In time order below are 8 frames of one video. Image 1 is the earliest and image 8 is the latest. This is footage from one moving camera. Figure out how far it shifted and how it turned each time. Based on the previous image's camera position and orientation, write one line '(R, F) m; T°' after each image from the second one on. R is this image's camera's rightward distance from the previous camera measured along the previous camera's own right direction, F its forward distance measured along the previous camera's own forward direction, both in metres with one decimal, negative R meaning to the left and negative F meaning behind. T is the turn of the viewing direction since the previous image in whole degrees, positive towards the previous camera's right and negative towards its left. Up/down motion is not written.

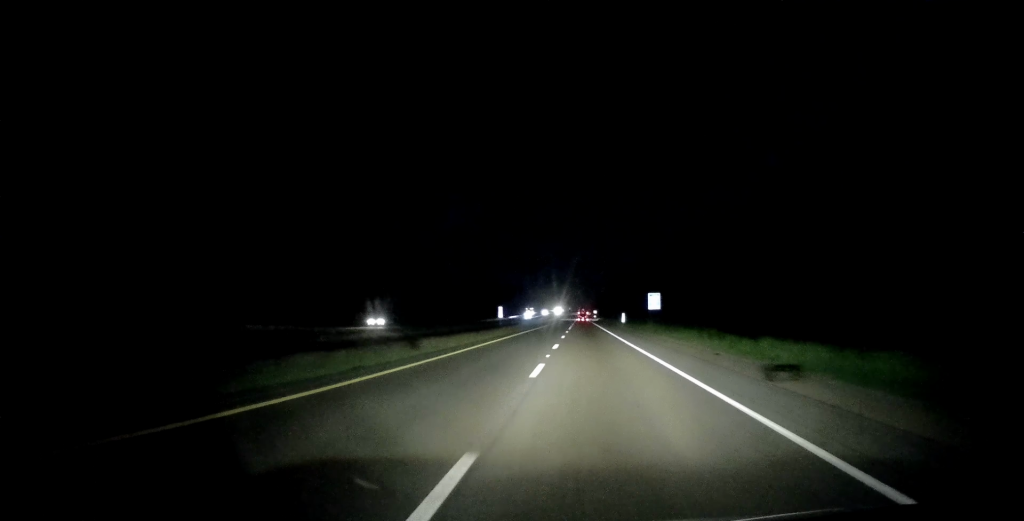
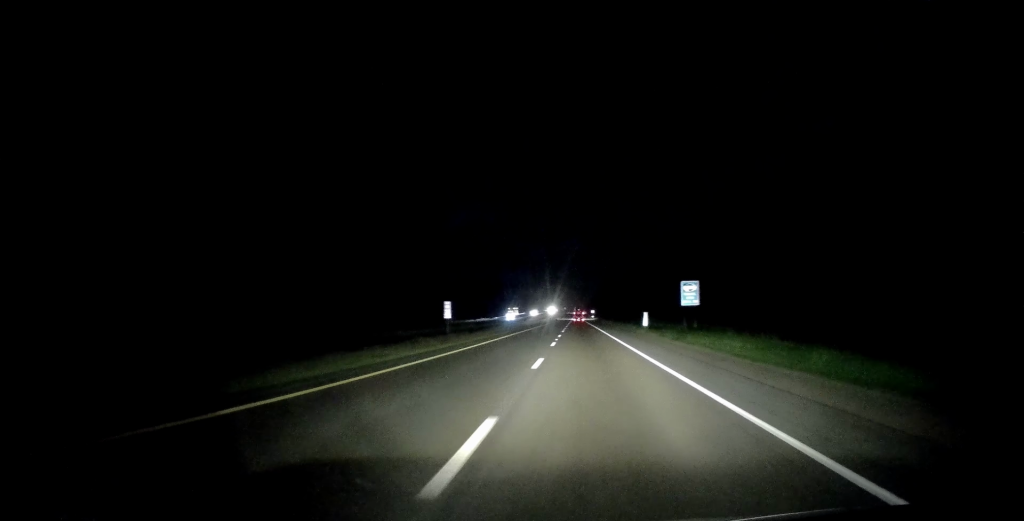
(+0.1, +33.8) m; 0°
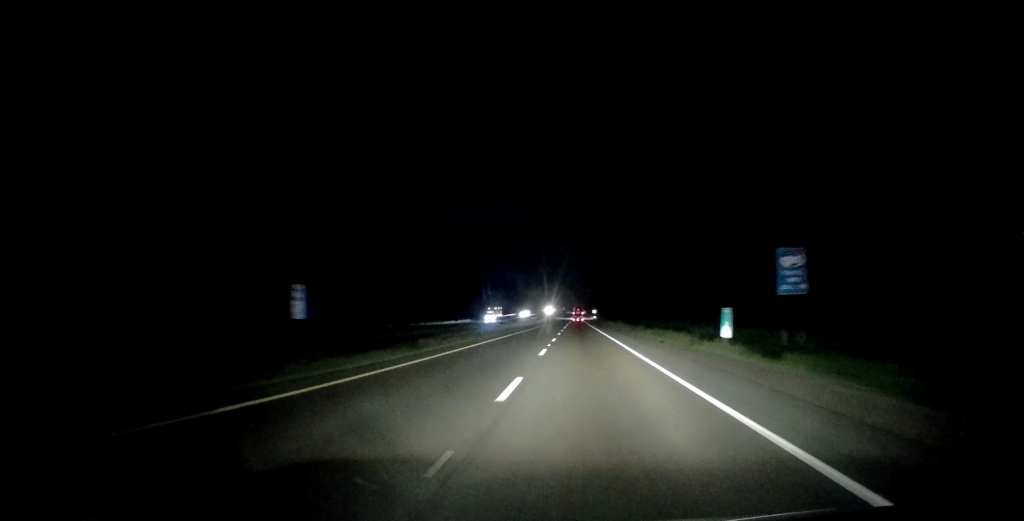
(+0.2, +30.5) m; 0°
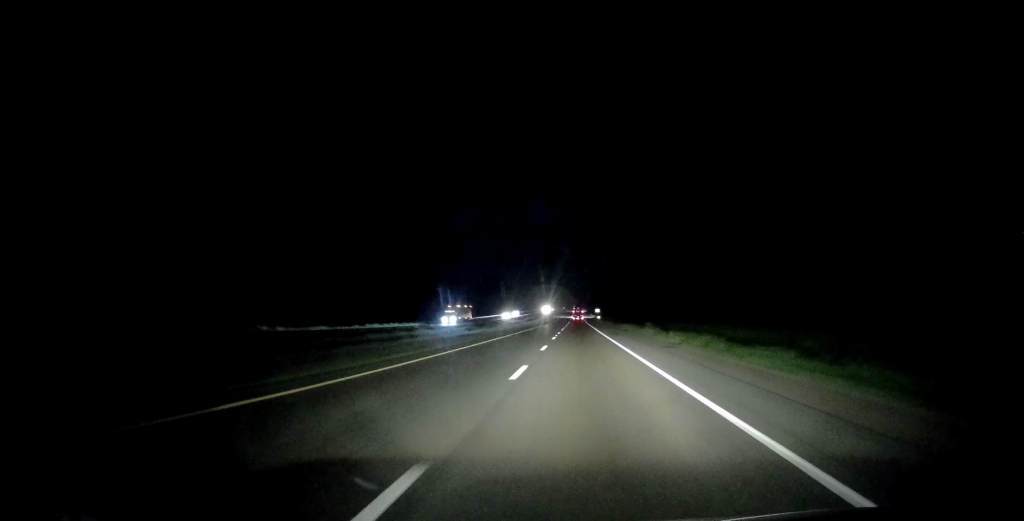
(0.0, +32.7) m; 0°
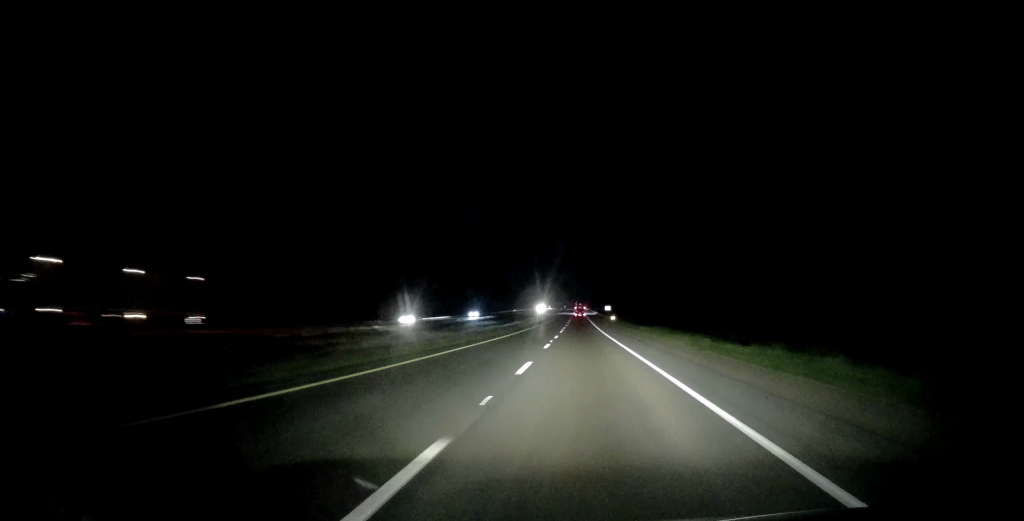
(-0.1, +58.9) m; -1°
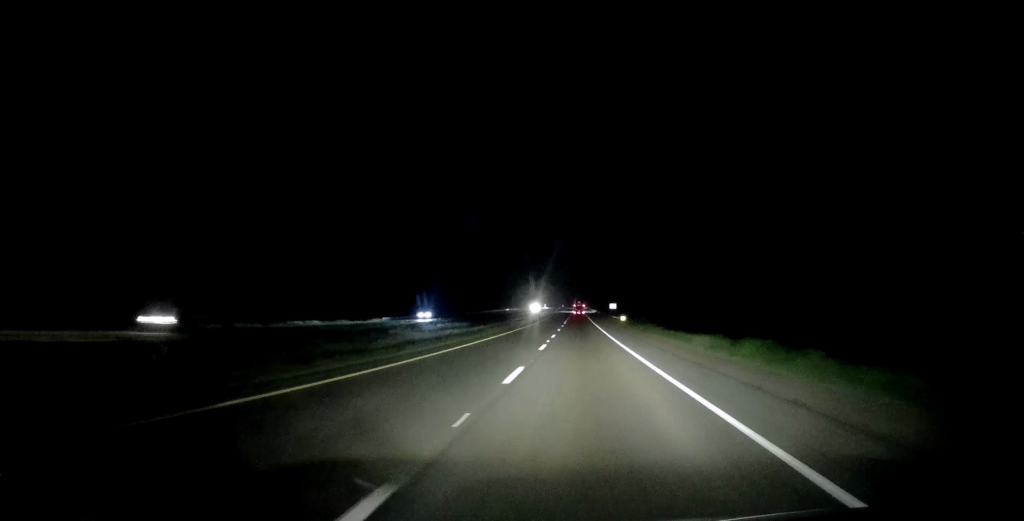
(-0.6, +26.2) m; 0°
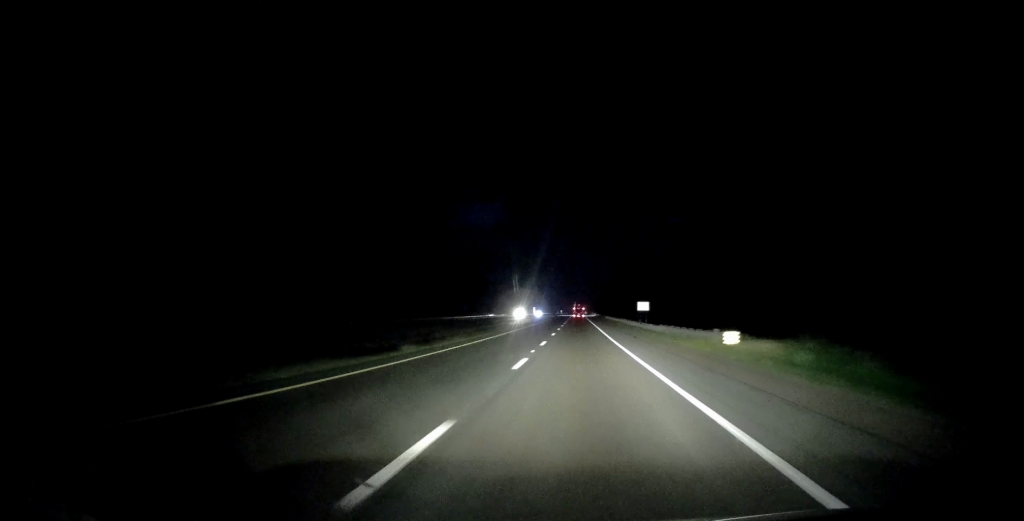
(+0.4, +56.8) m; +1°
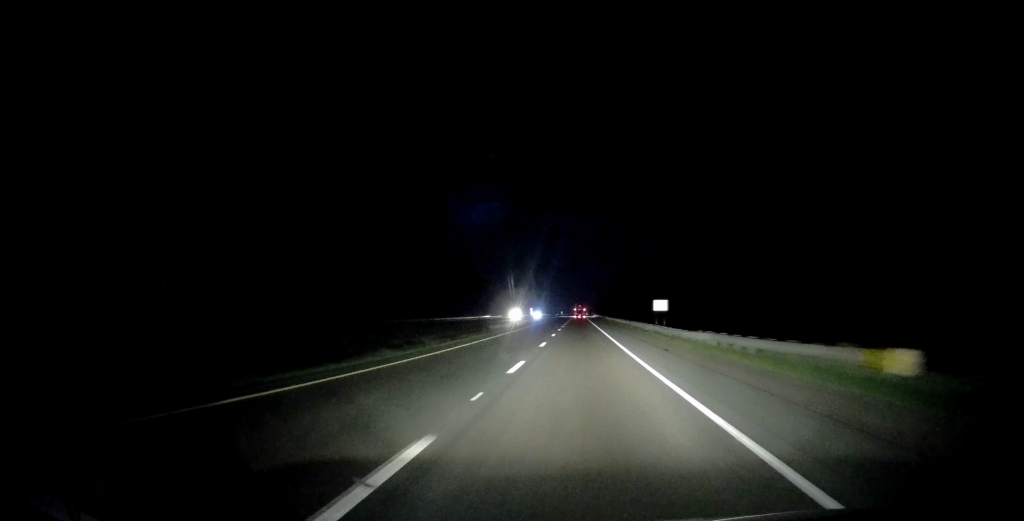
(+0.1, +13.1) m; 0°
